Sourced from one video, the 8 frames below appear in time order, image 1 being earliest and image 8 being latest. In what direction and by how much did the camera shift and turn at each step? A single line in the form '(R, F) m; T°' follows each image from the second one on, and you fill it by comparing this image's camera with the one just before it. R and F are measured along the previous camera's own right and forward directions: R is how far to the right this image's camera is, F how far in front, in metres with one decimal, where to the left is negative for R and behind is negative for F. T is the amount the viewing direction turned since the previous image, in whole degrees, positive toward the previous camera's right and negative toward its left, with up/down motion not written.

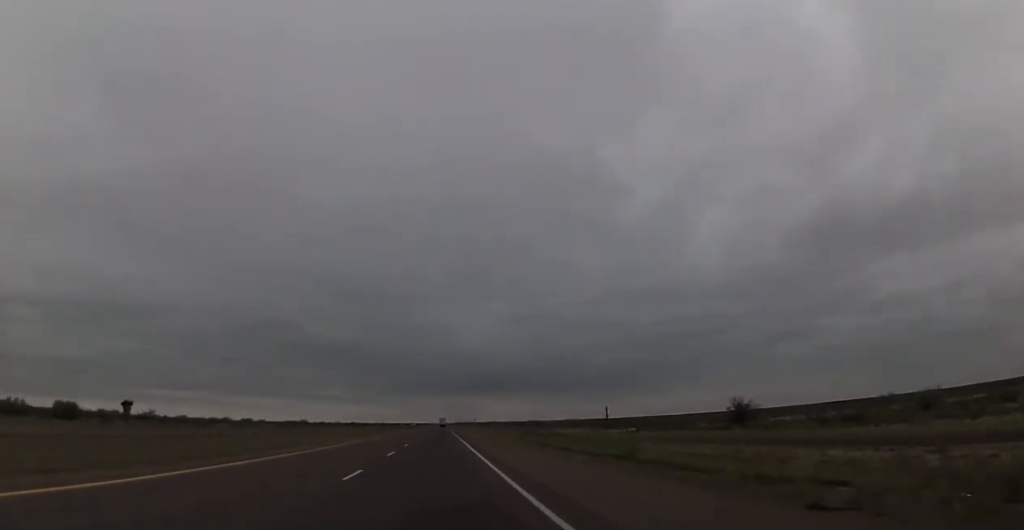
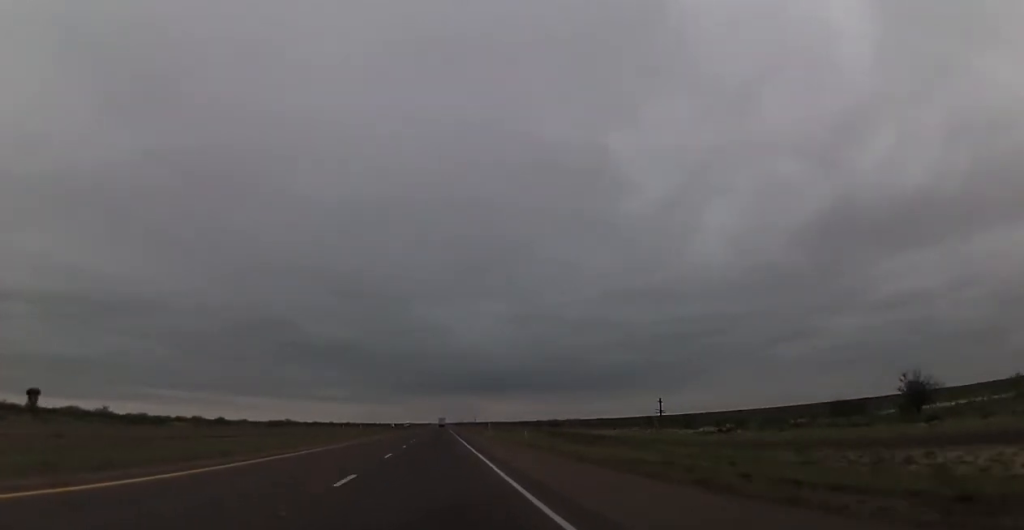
(0.0, +38.0) m; +1°
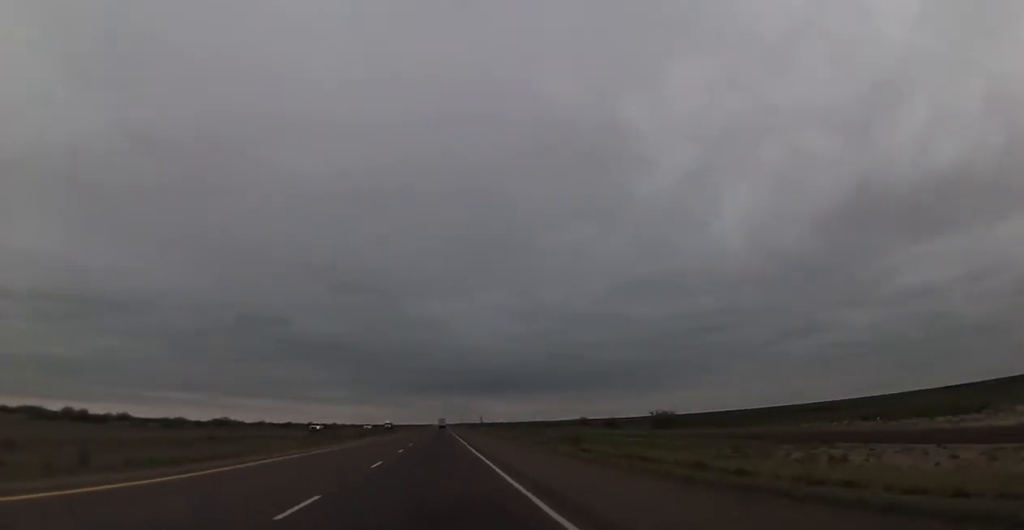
(+0.6, +101.6) m; 0°
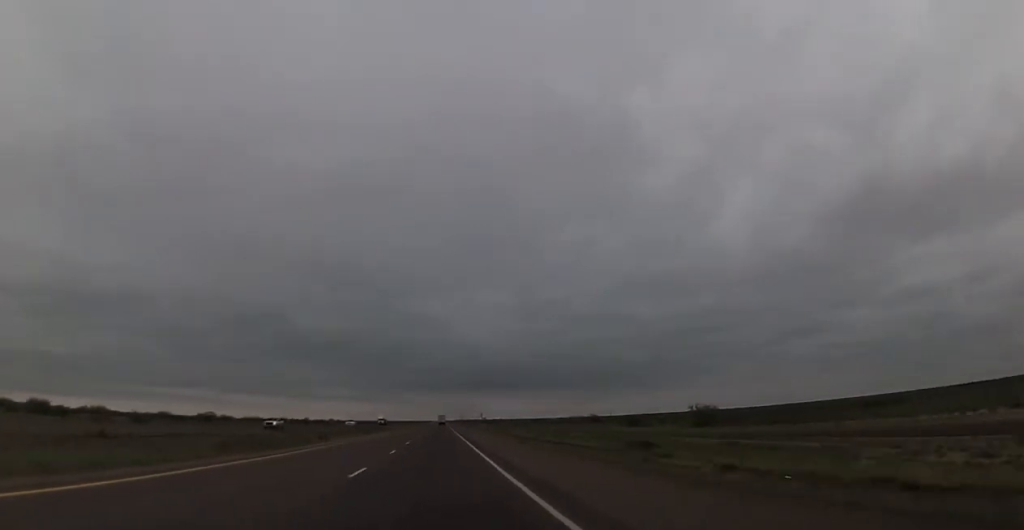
(0.0, +17.2) m; 0°
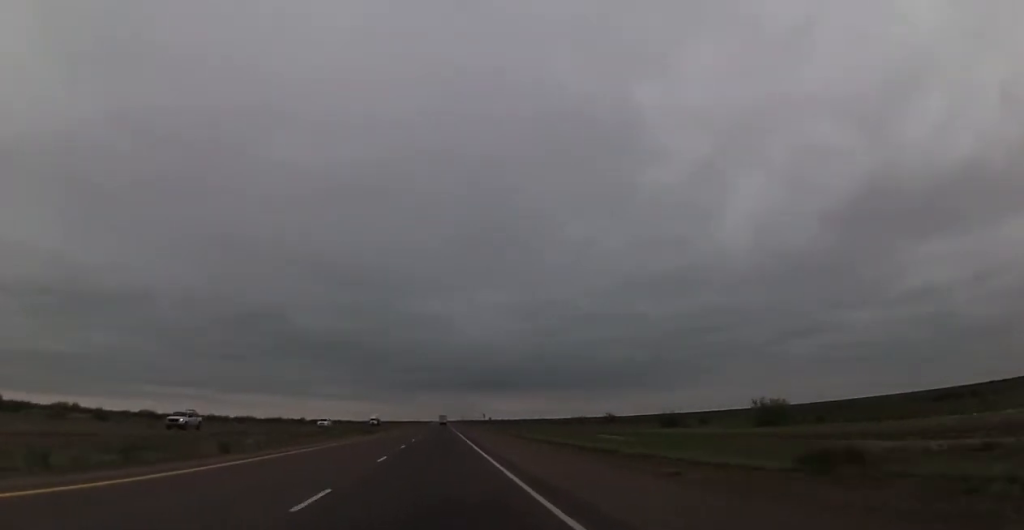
(0.0, +18.4) m; 0°
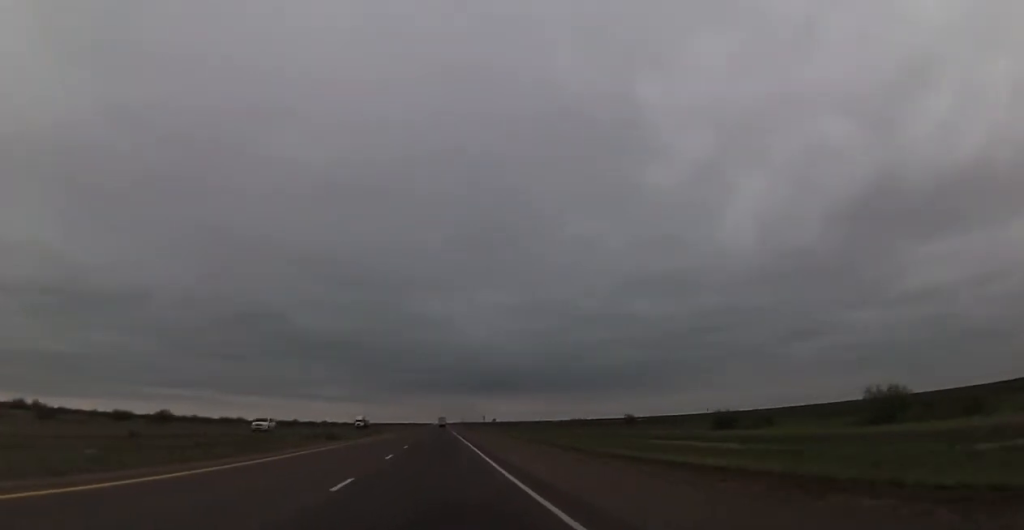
(0.0, +20.9) m; 0°
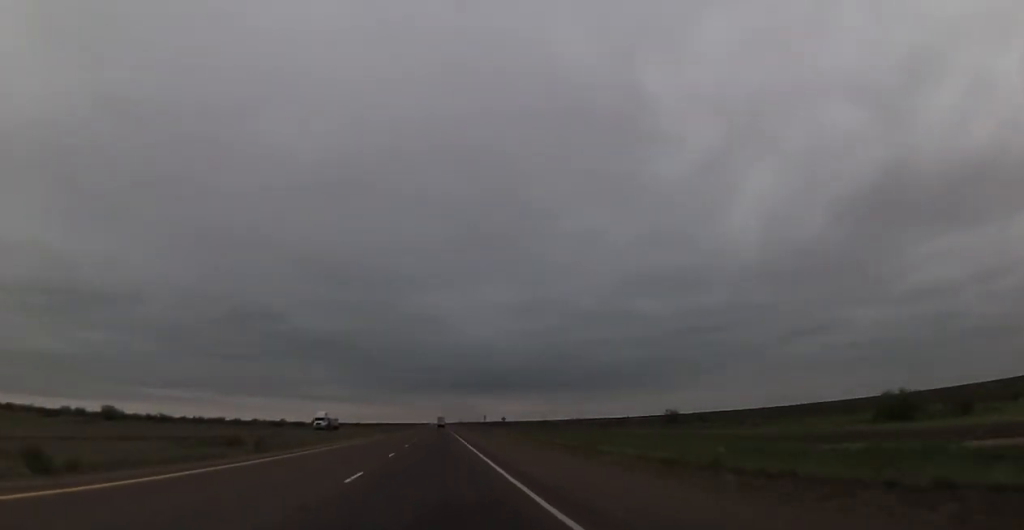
(0.0, +34.3) m; 0°
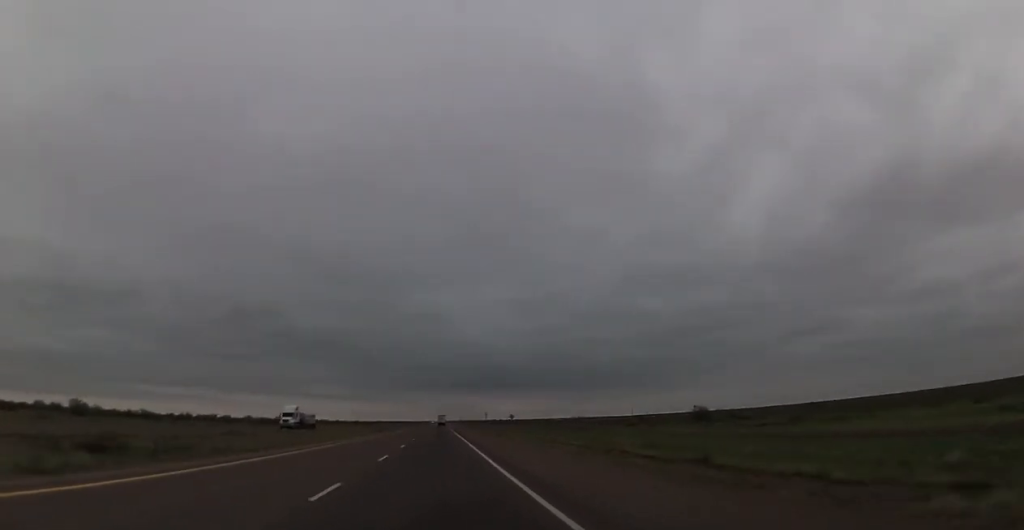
(0.0, +15.9) m; 0°
